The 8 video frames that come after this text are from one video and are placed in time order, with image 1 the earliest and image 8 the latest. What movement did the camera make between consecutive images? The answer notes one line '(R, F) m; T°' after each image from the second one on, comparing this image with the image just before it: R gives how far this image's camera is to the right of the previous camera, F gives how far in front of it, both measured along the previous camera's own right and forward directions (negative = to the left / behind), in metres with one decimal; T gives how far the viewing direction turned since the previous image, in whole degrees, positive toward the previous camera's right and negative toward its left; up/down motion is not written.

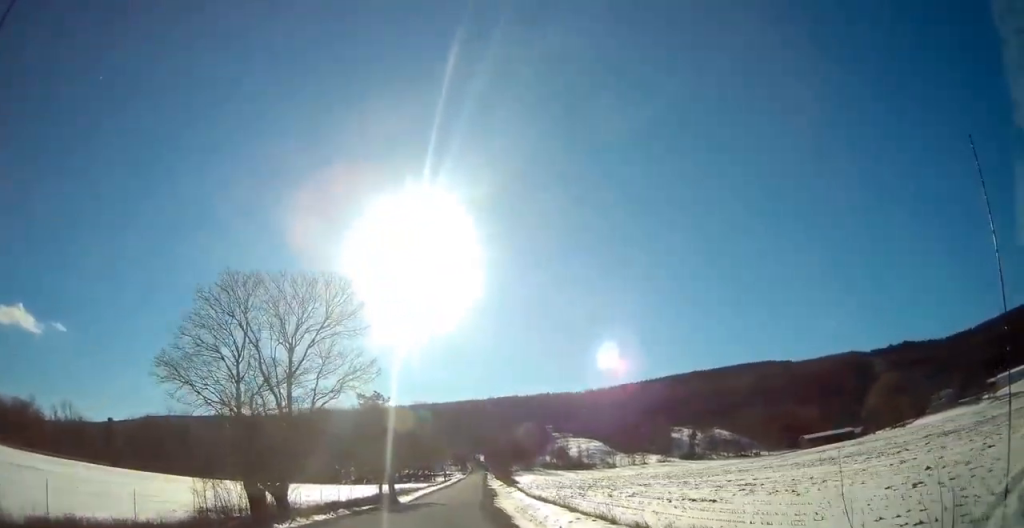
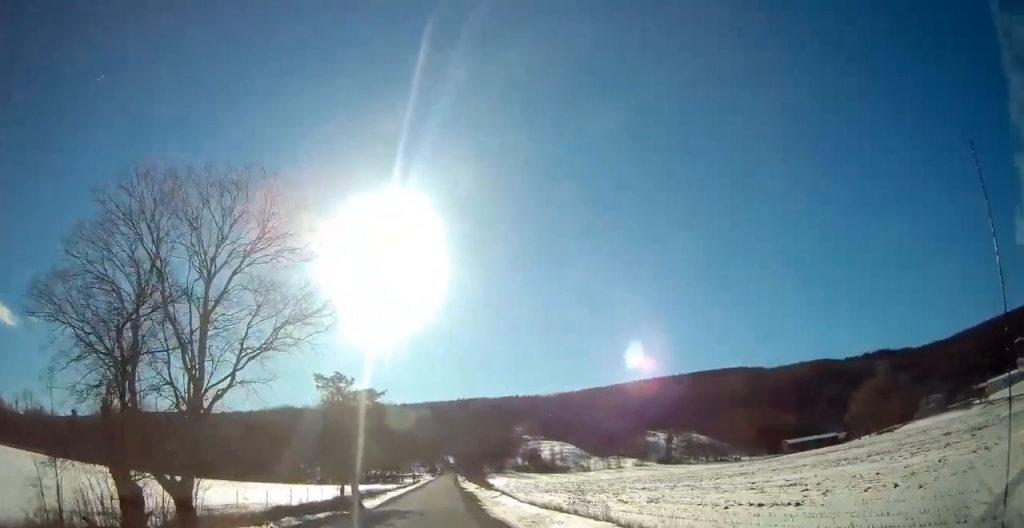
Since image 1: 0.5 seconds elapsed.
(+0.2, +9.1) m; +3°
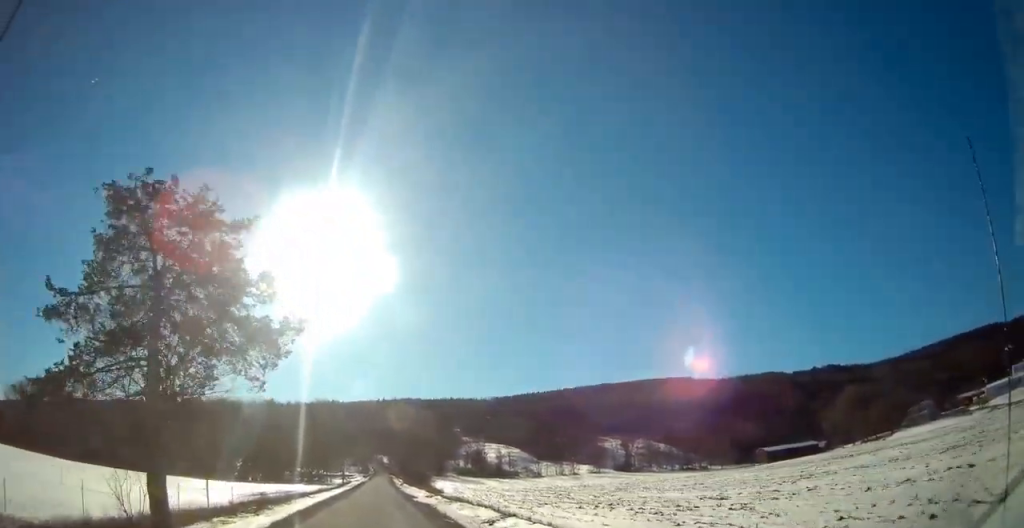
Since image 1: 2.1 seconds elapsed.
(+2.1, +27.0) m; +7°
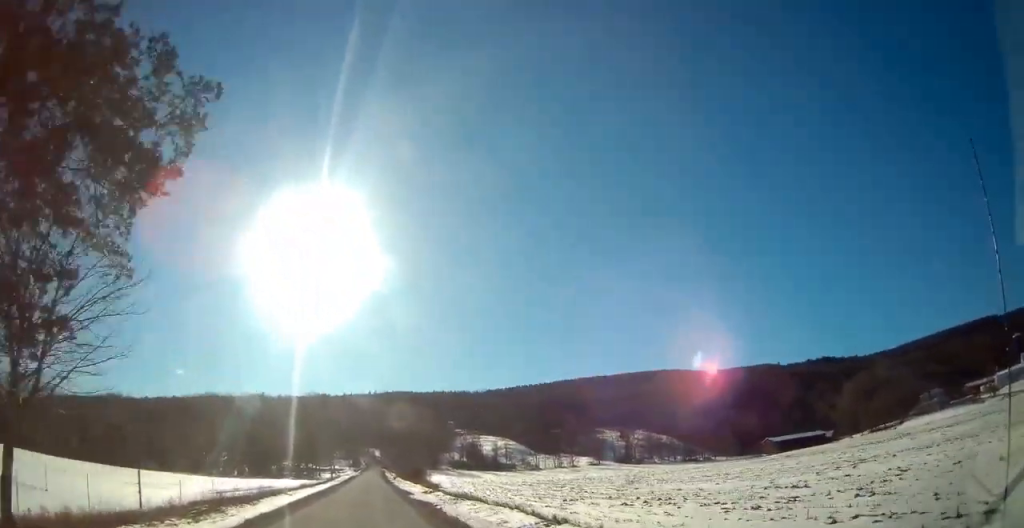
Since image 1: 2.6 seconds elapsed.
(+0.1, +8.8) m; +2°
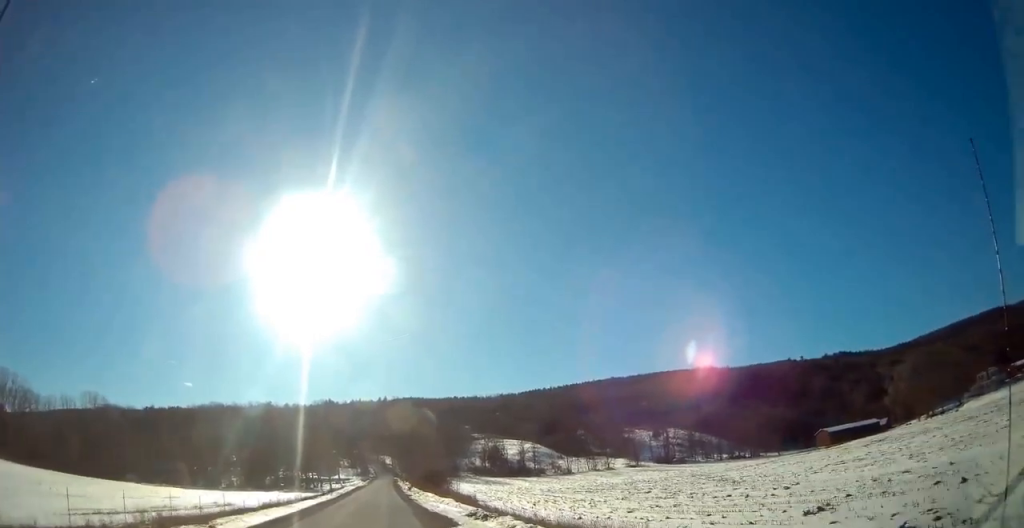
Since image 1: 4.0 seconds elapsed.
(+0.4, +24.7) m; +1°
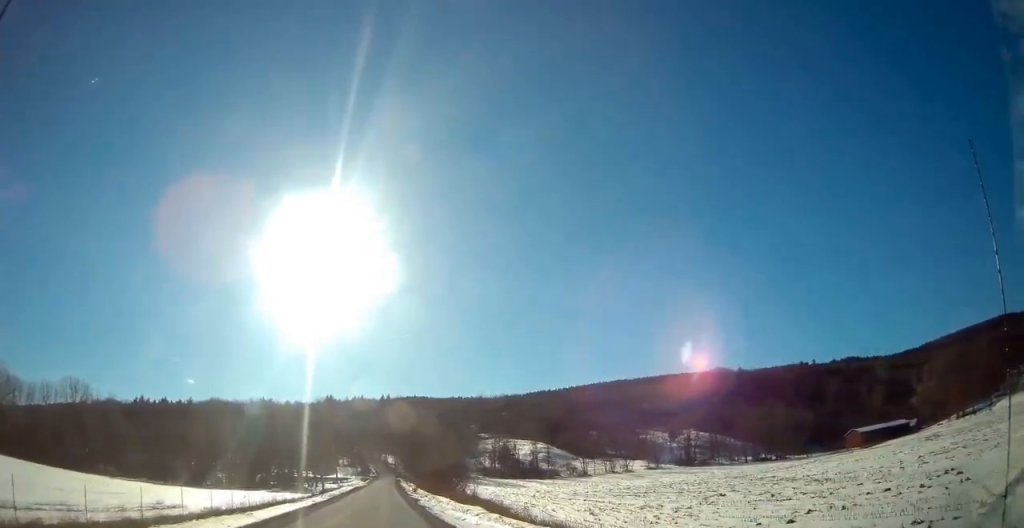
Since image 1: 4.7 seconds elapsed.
(0.0, +14.0) m; +1°
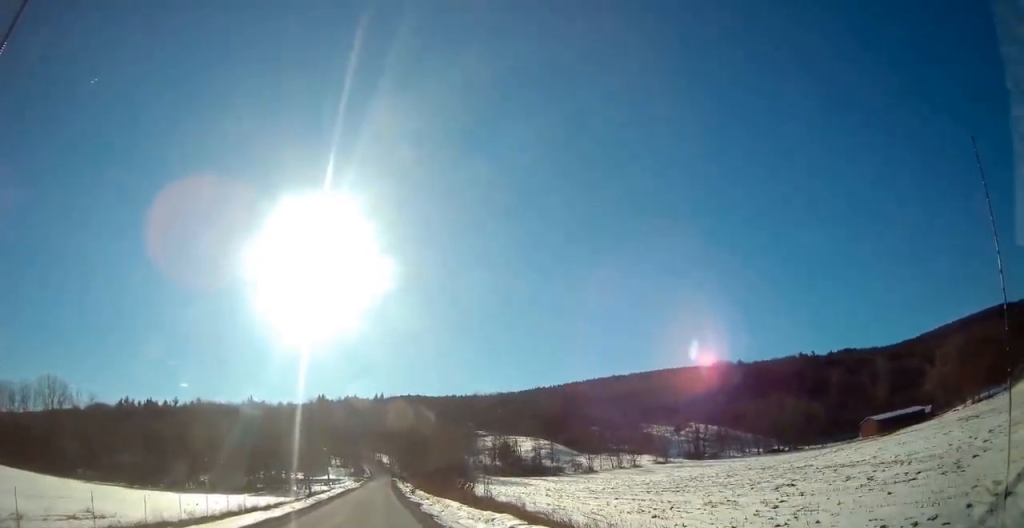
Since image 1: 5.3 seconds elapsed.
(+0.1, +9.8) m; 0°
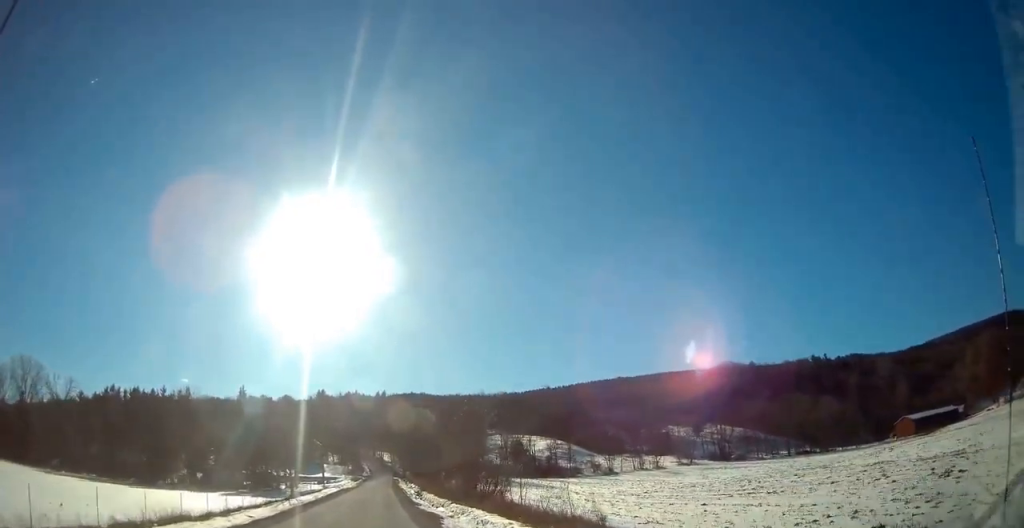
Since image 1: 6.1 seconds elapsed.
(+0.1, +14.6) m; 0°
